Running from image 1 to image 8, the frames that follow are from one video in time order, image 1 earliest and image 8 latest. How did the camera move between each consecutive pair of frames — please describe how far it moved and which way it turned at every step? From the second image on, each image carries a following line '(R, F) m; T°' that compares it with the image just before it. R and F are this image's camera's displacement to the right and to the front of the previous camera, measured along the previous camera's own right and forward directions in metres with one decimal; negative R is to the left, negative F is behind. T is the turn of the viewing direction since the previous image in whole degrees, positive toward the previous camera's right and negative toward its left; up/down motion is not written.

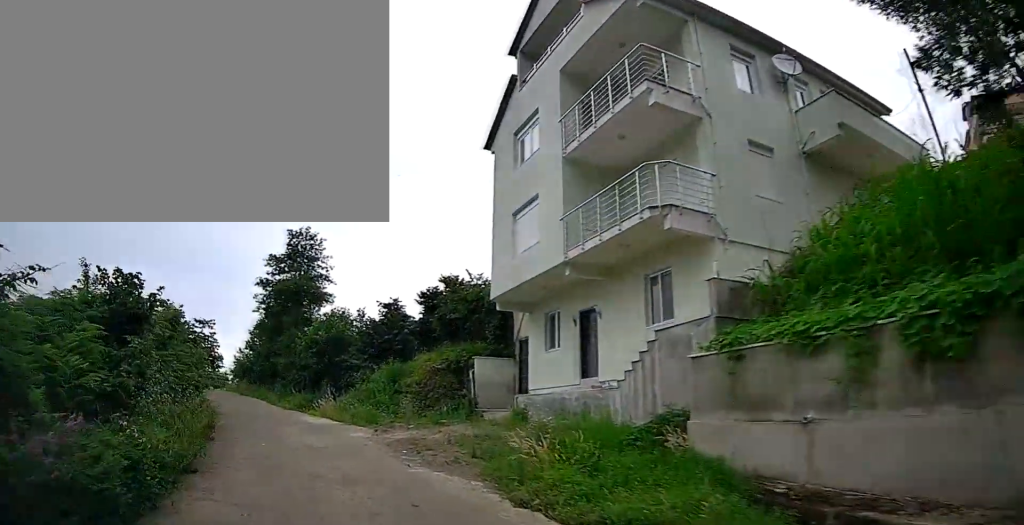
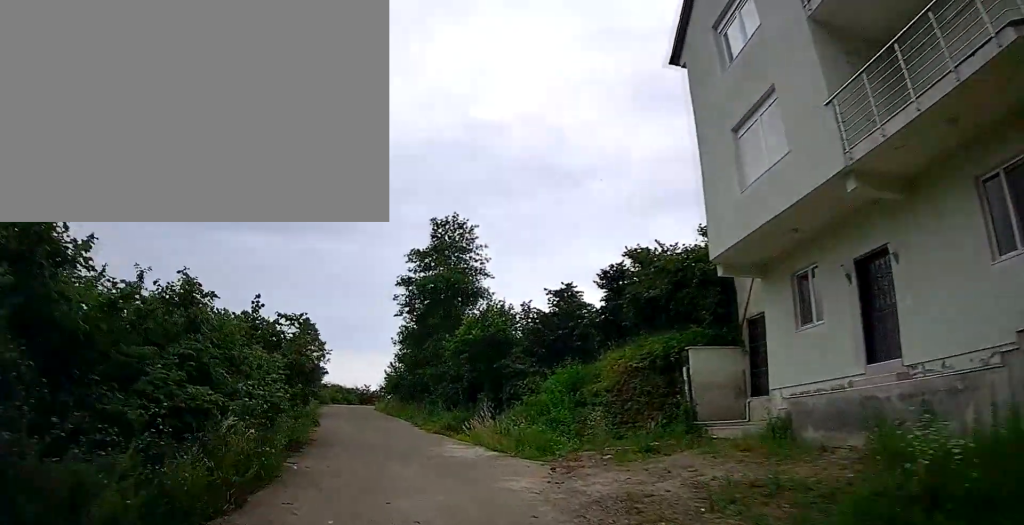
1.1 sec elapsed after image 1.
(-0.7, +5.8) m; -12°
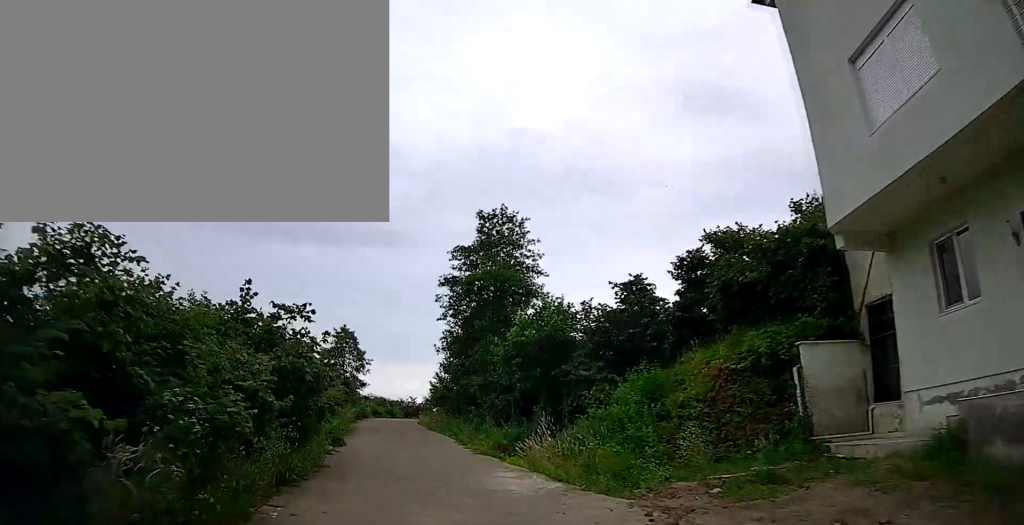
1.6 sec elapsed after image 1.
(-0.2, +3.2) m; -5°
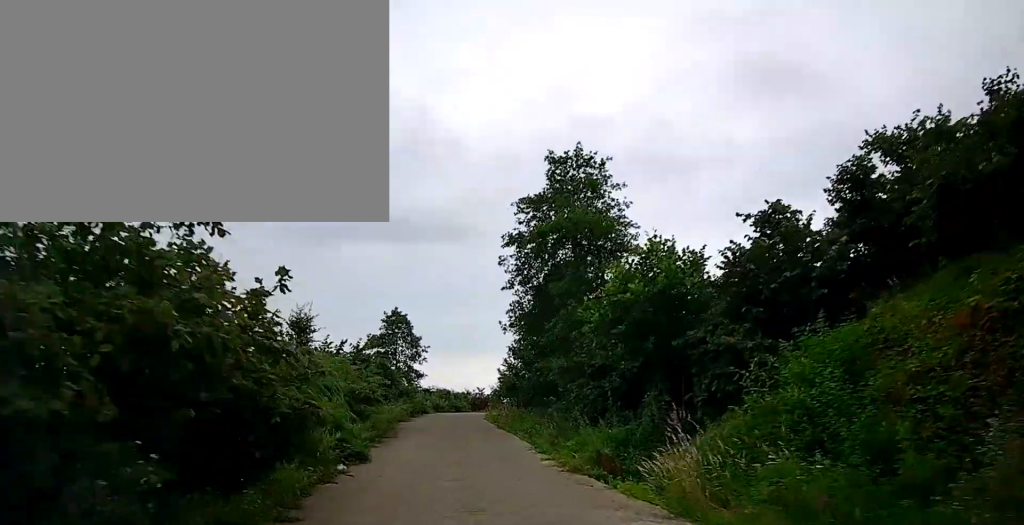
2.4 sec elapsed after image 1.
(-0.4, +5.5) m; -8°
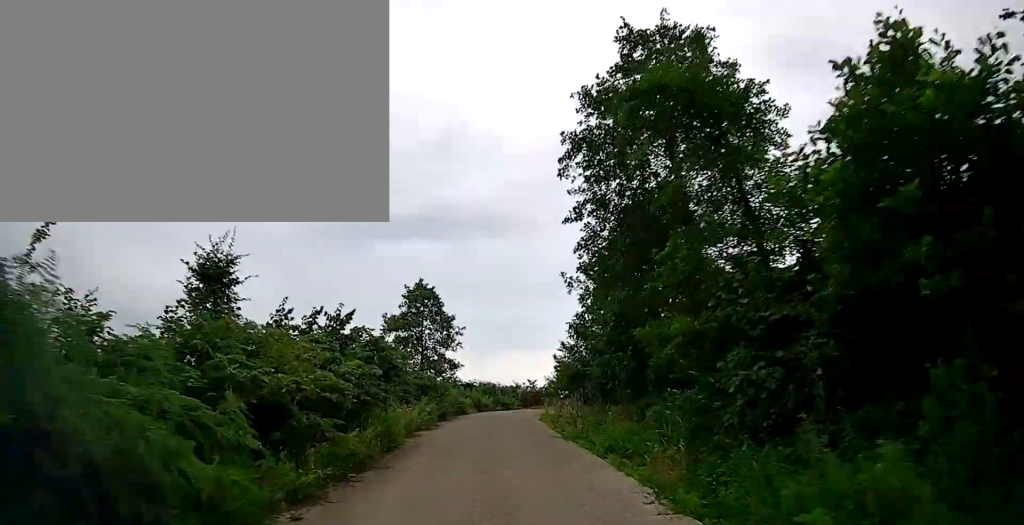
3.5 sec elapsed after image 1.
(-0.6, +7.7) m; -6°
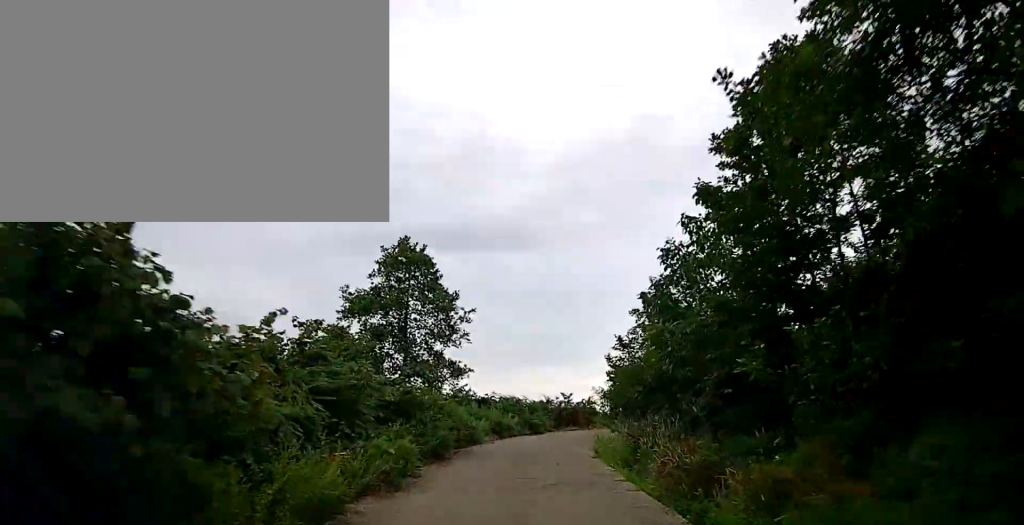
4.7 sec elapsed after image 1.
(-0.3, +9.4) m; -4°
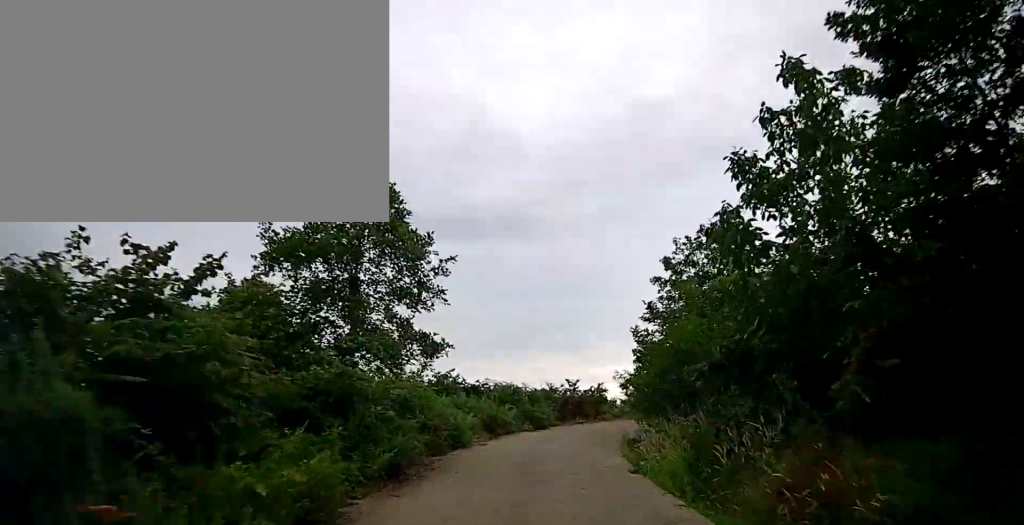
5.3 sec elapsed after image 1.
(-0.1, +5.0) m; -1°
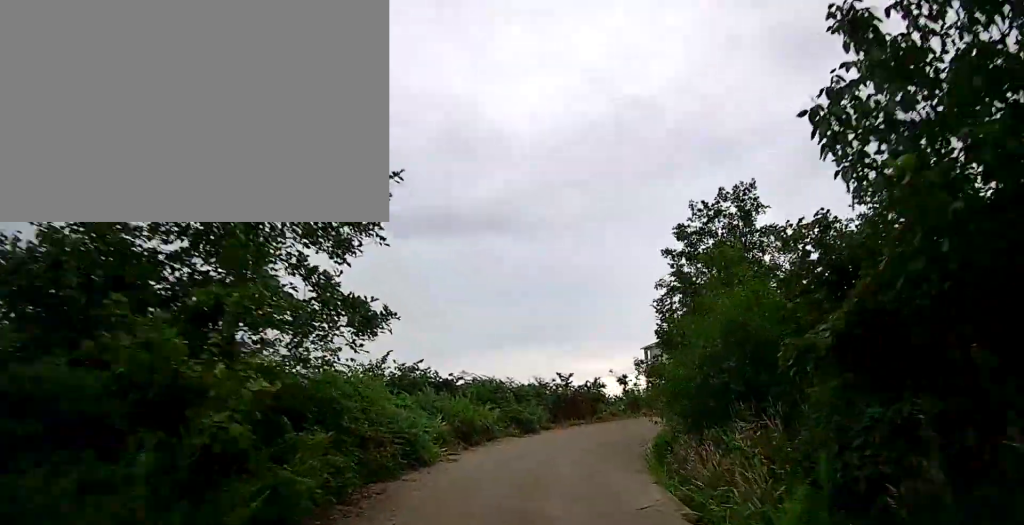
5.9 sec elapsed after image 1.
(-0.1, +4.2) m; +1°
